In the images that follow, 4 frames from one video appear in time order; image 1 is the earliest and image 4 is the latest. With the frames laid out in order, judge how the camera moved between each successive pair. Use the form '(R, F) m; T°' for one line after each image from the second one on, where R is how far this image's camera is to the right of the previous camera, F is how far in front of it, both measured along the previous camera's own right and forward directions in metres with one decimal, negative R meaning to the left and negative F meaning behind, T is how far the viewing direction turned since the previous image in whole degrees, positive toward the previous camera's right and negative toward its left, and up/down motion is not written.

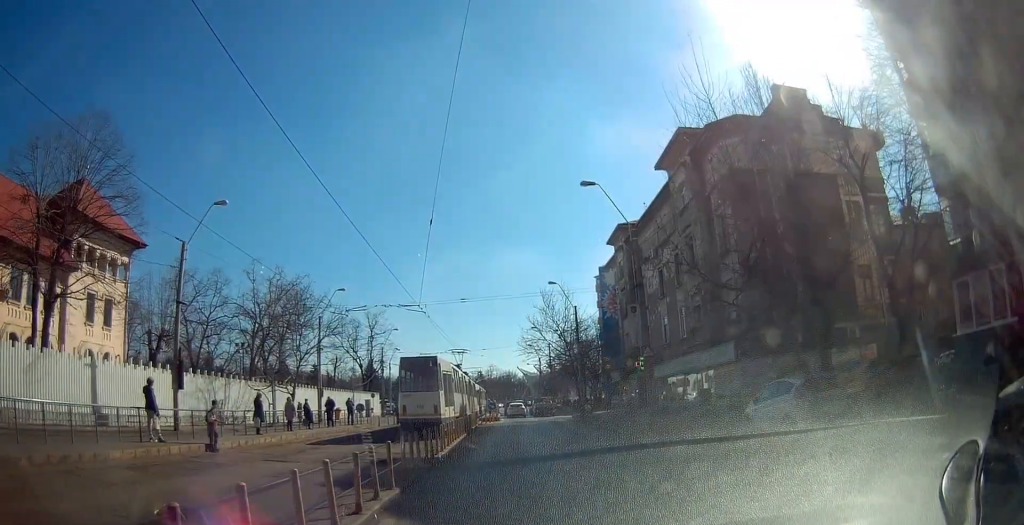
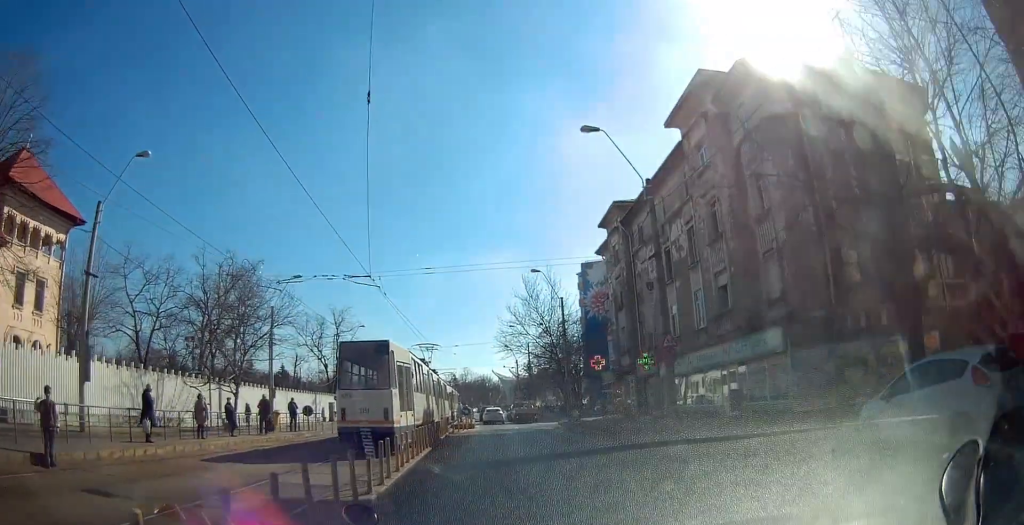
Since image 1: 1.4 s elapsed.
(-0.1, +7.1) m; -6°
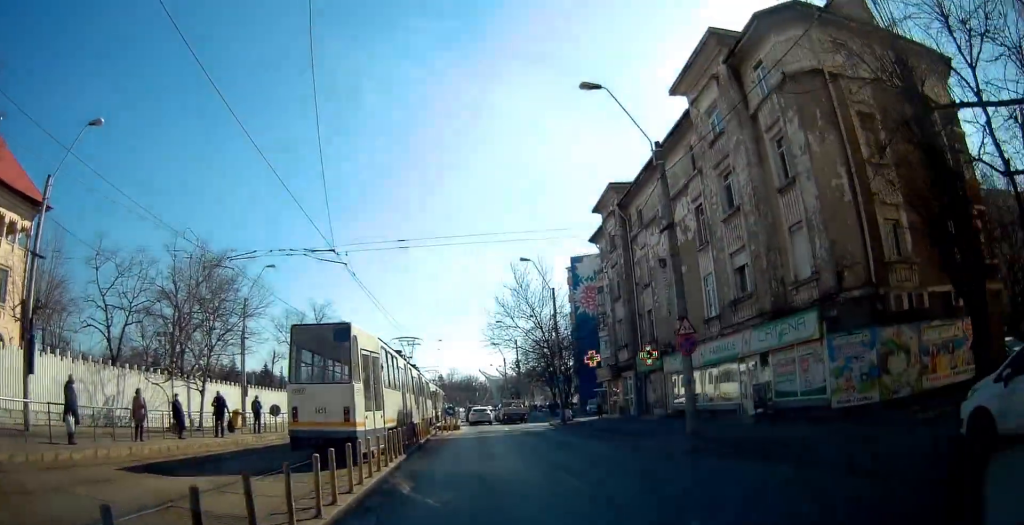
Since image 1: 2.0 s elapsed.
(-0.3, +3.2) m; -1°
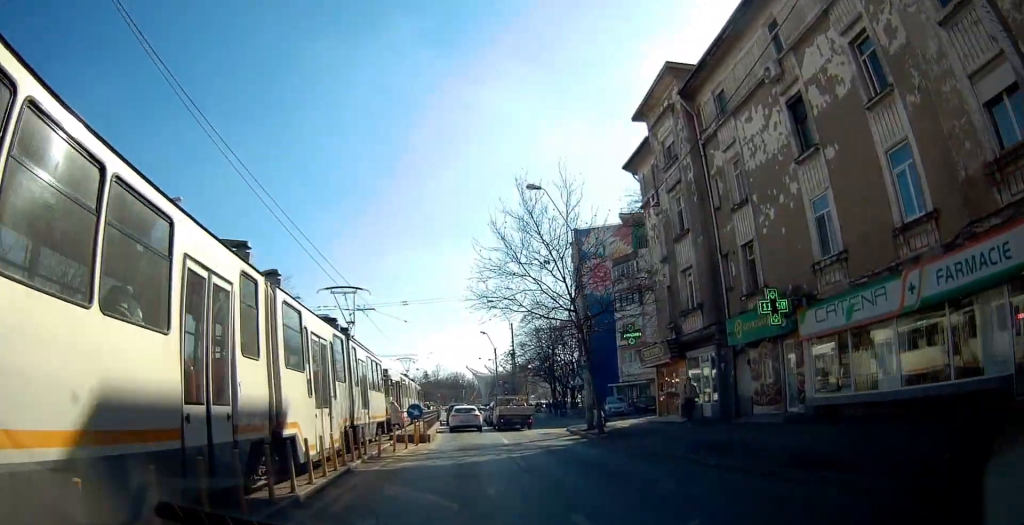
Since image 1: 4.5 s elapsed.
(+0.6, +14.6) m; +1°
